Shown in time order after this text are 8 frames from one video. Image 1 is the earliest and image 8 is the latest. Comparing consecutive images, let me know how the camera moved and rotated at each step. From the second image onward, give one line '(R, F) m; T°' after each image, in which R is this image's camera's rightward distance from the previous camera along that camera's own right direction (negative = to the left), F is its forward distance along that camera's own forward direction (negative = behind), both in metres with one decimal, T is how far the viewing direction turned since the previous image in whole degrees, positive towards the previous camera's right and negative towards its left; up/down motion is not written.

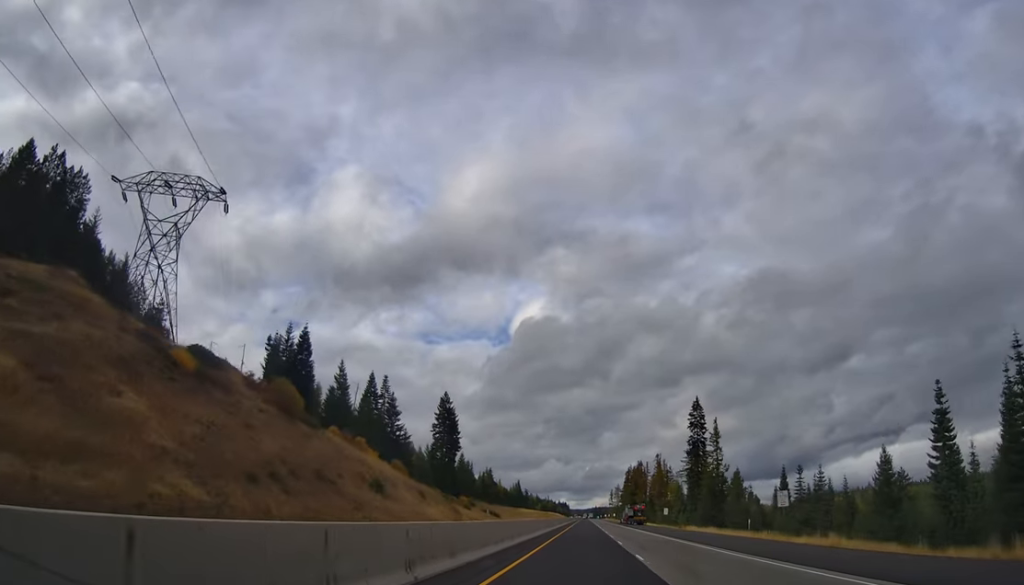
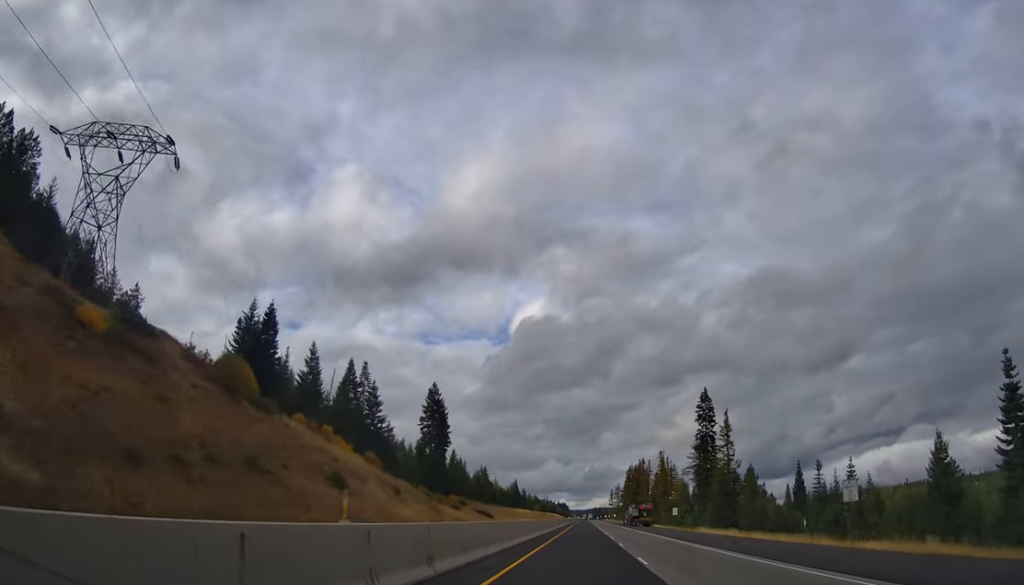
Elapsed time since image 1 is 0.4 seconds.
(+0.5, +13.5) m; 0°
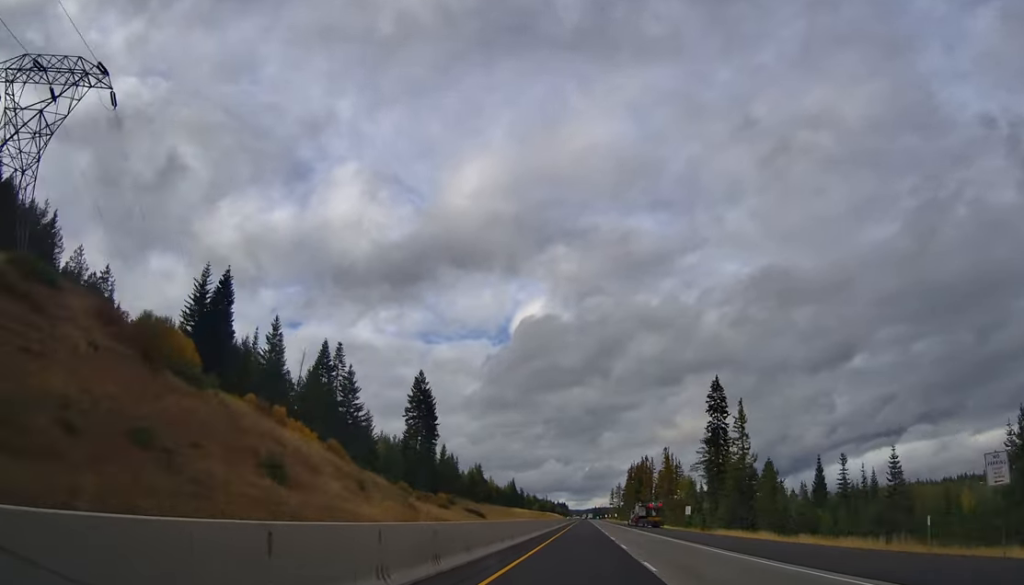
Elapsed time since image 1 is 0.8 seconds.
(-0.2, +14.7) m; -1°
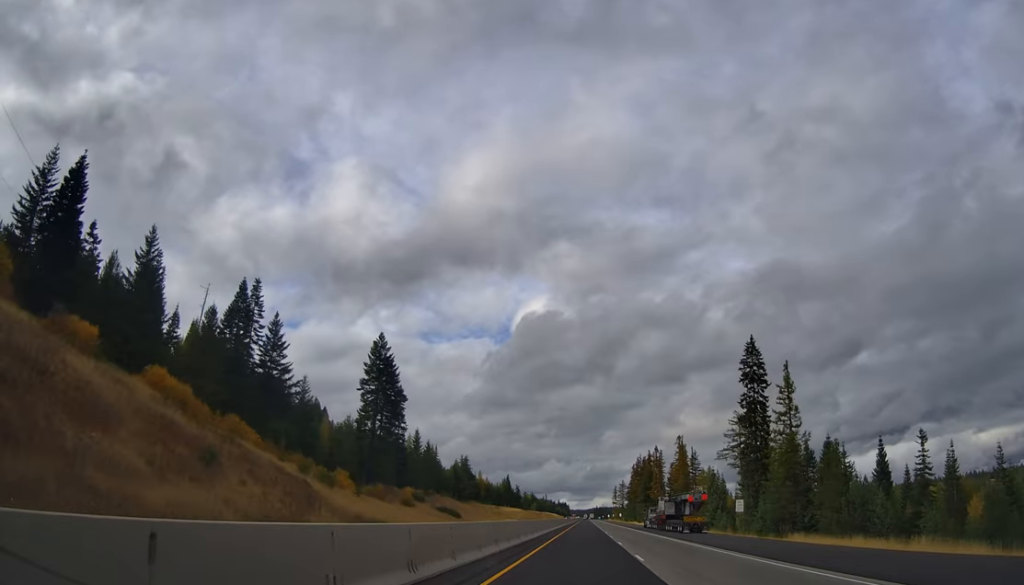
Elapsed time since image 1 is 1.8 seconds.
(-0.9, +32.6) m; -1°
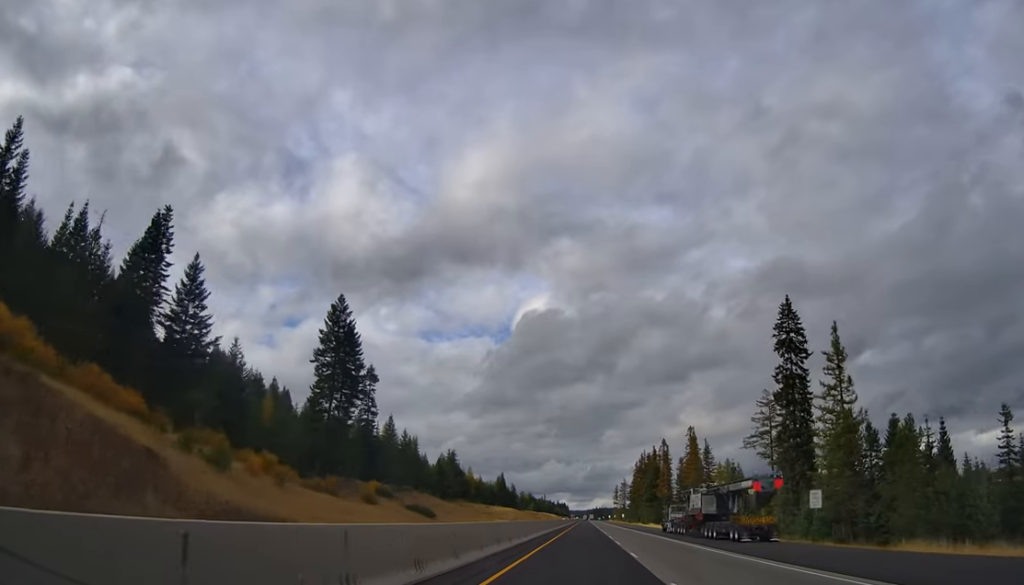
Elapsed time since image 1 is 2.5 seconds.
(-0.1, +22.5) m; 0°
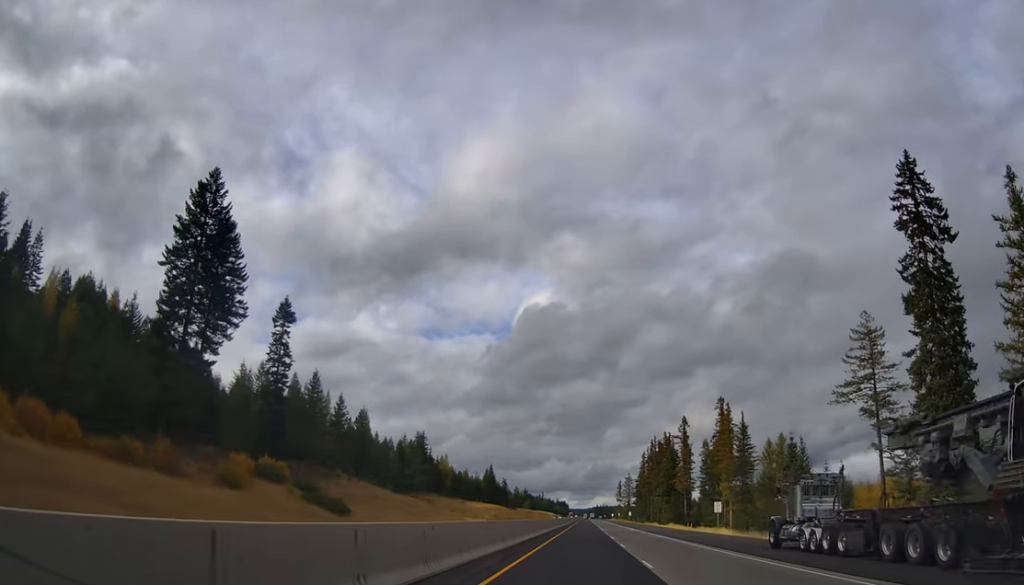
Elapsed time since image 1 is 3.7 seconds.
(+0.3, +41.6) m; 0°
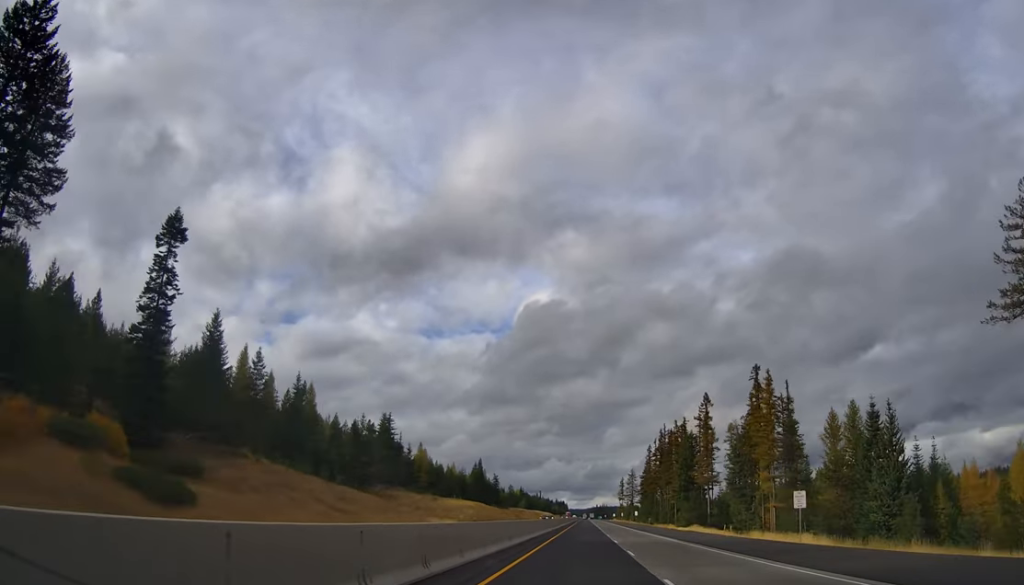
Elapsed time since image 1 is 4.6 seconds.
(-0.3, +30.3) m; +1°
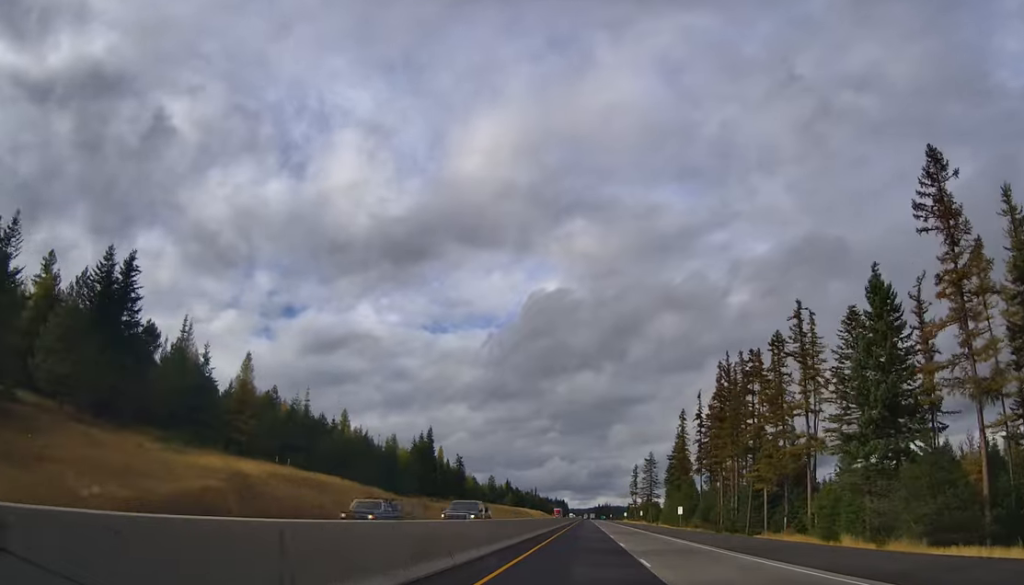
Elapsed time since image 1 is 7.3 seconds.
(-1.2, +90.9) m; -1°
